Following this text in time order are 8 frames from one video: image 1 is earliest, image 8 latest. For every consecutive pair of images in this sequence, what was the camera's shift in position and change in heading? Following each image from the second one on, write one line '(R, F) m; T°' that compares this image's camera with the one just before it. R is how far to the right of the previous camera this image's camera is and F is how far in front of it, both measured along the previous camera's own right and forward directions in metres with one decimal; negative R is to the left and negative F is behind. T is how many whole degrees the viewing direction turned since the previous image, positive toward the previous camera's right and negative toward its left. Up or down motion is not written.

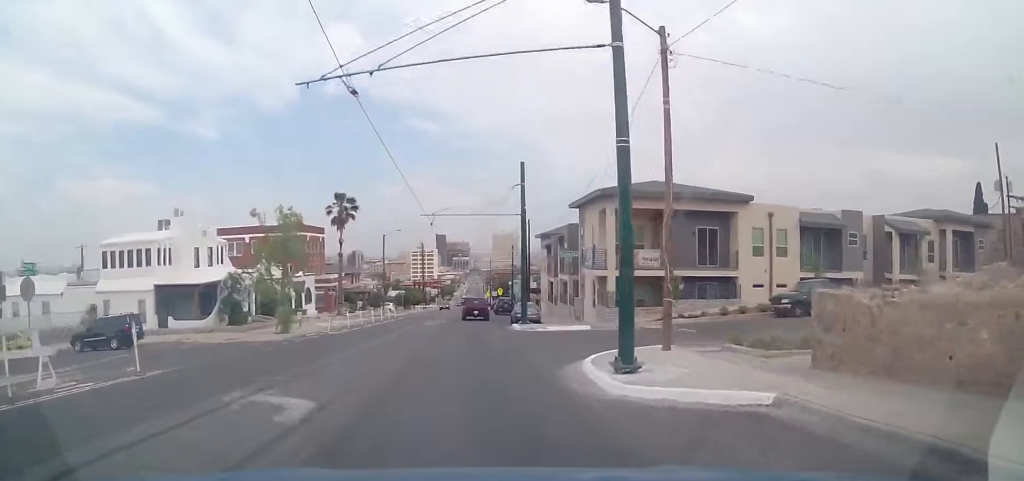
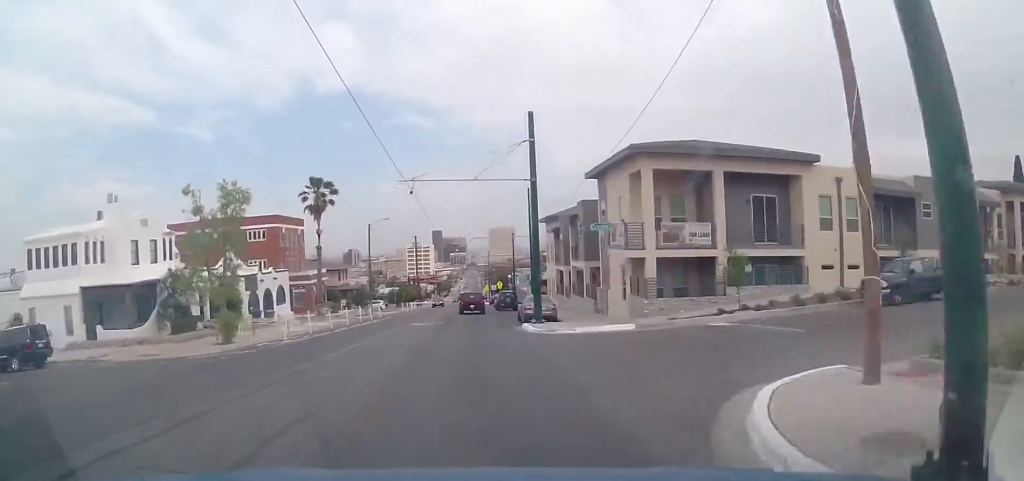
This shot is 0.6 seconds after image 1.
(+0.1, +7.7) m; -1°
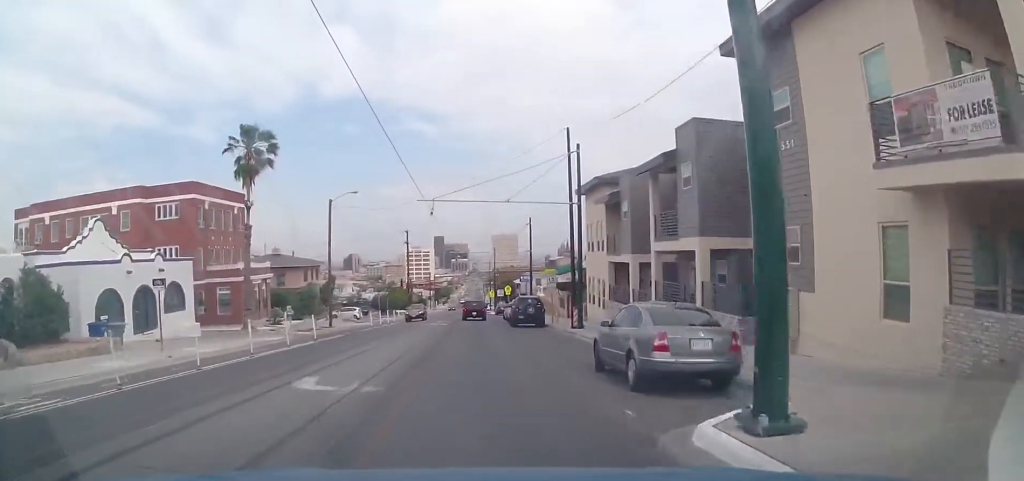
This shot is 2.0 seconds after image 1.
(-1.1, +20.2) m; -3°
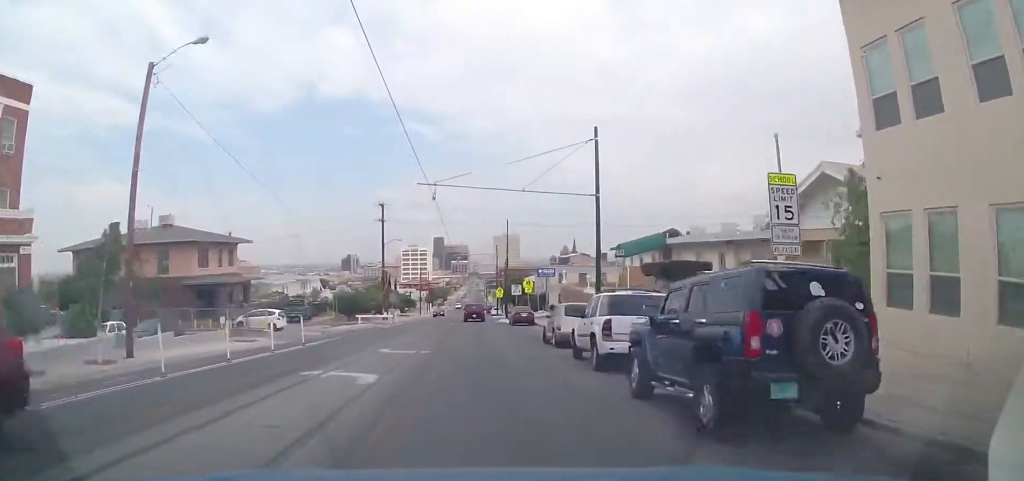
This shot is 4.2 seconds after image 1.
(+0.4, +29.9) m; 0°
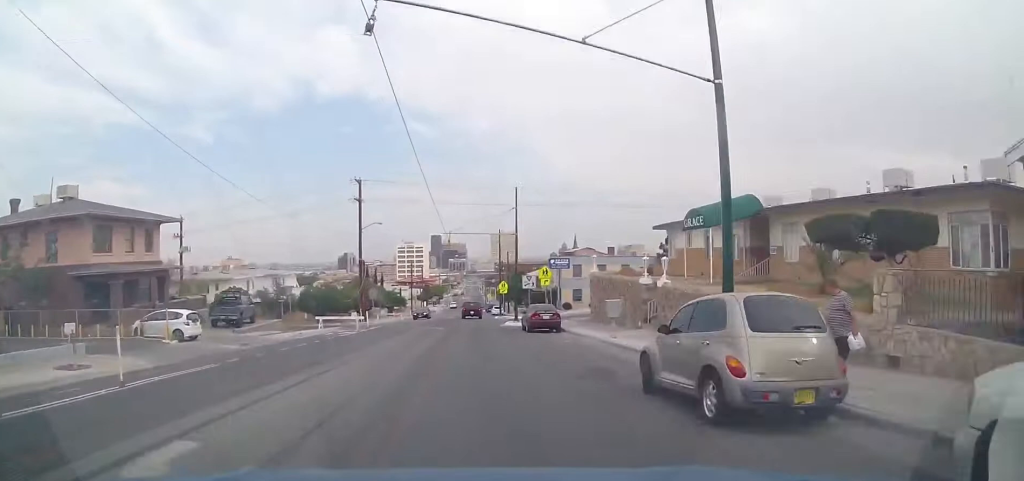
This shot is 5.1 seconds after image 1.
(0.0, +13.7) m; +1°
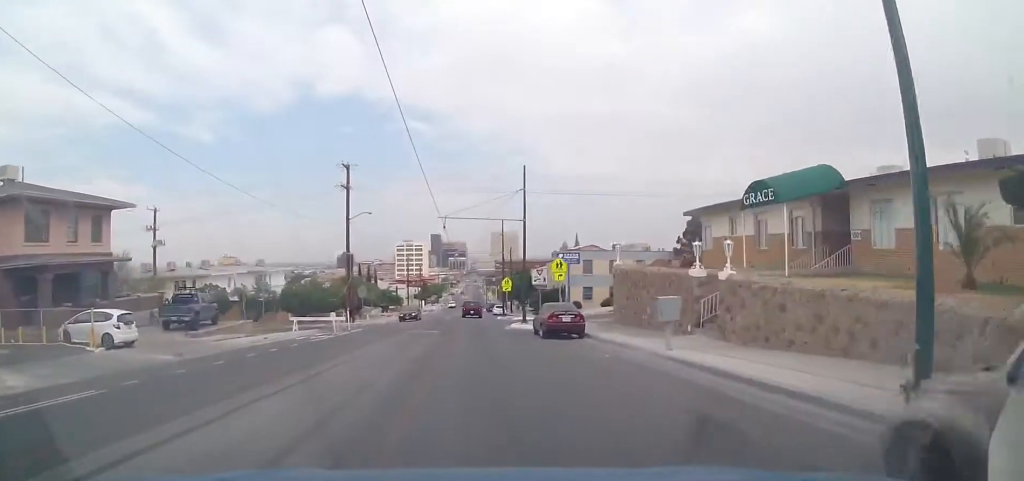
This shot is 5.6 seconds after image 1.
(+0.1, +6.2) m; 0°
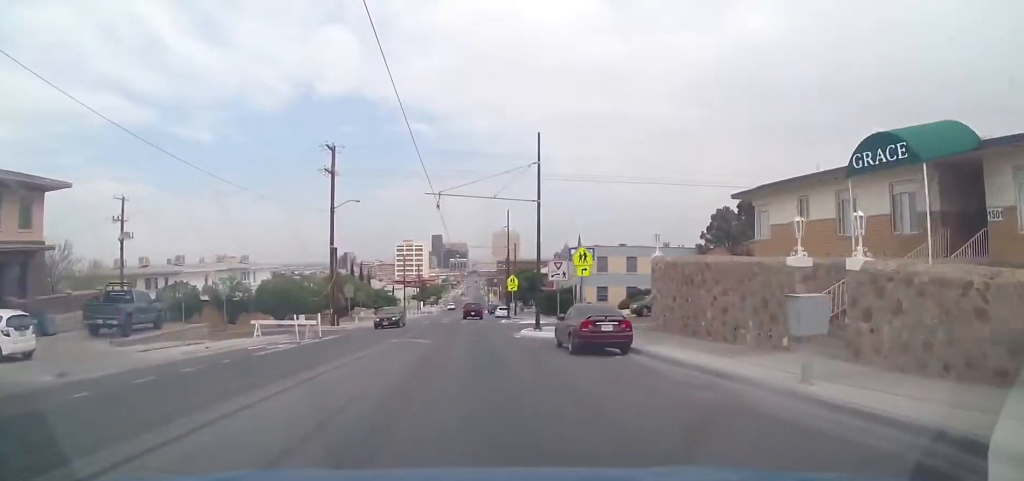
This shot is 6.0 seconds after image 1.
(+0.2, +6.8) m; 0°
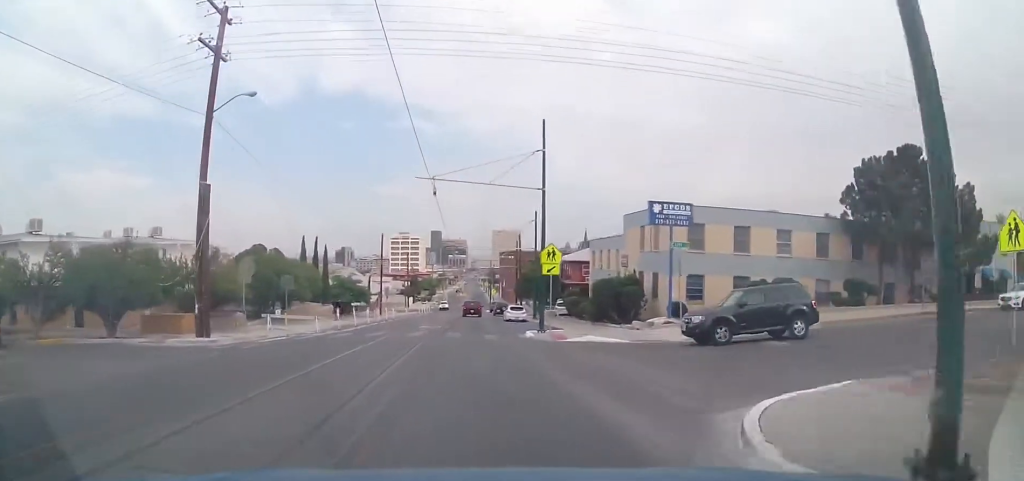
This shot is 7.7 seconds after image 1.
(-0.4, +24.3) m; -1°
